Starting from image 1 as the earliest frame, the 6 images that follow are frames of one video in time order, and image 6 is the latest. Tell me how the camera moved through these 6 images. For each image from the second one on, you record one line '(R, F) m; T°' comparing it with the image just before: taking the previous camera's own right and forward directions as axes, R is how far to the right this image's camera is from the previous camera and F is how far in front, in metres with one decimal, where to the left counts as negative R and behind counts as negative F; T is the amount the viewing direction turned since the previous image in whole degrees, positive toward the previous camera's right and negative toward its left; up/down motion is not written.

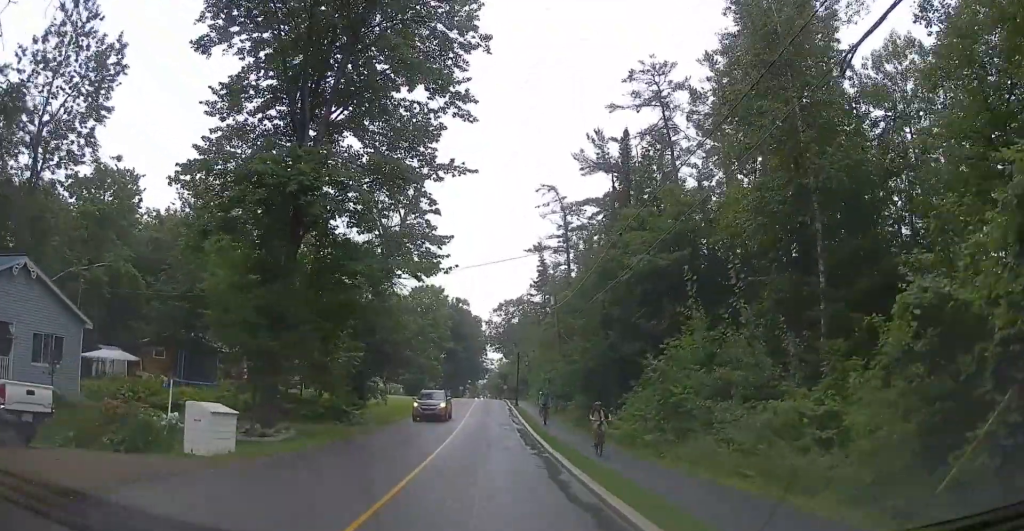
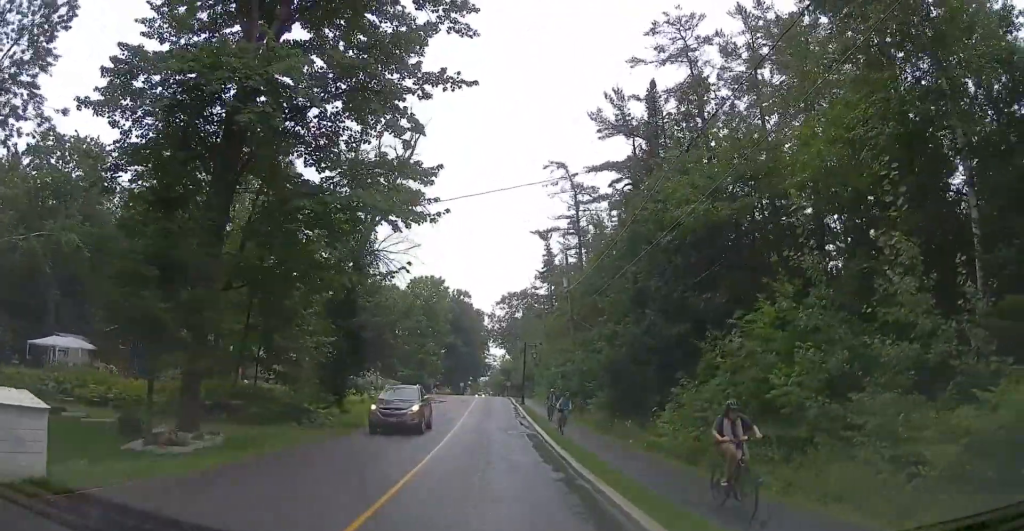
(-0.3, +6.4) m; 0°
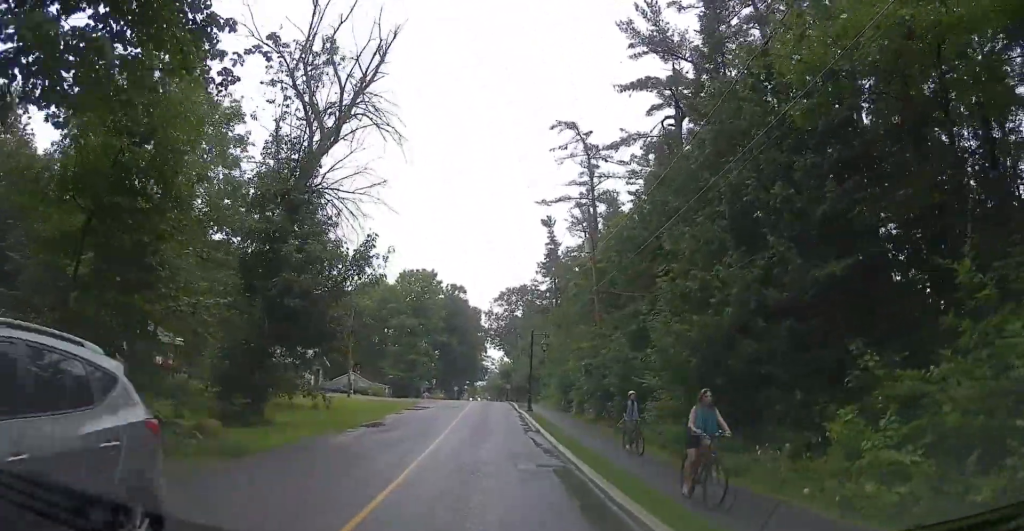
(+0.5, +10.4) m; +2°
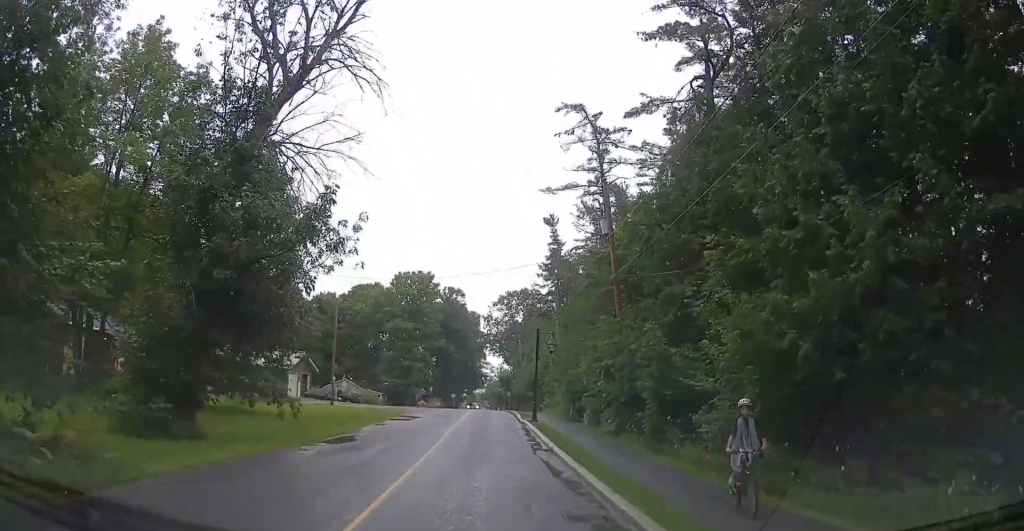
(-0.1, +4.9) m; 0°
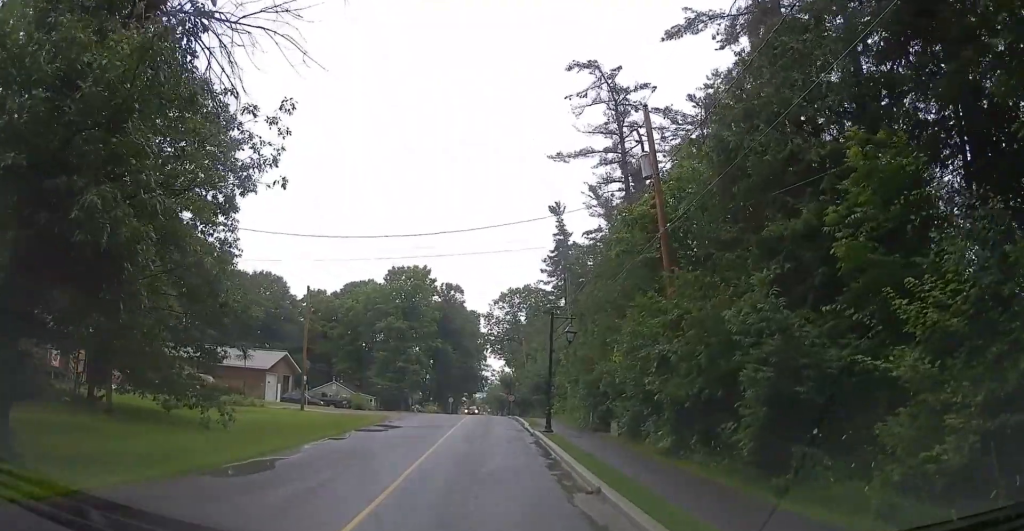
(0.0, +7.3) m; -1°
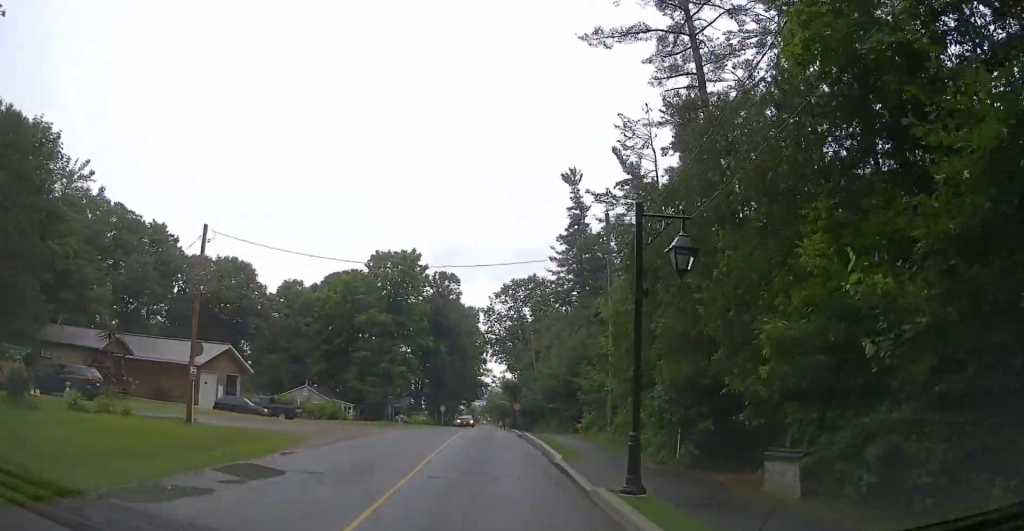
(-0.3, +14.4) m; +1°
